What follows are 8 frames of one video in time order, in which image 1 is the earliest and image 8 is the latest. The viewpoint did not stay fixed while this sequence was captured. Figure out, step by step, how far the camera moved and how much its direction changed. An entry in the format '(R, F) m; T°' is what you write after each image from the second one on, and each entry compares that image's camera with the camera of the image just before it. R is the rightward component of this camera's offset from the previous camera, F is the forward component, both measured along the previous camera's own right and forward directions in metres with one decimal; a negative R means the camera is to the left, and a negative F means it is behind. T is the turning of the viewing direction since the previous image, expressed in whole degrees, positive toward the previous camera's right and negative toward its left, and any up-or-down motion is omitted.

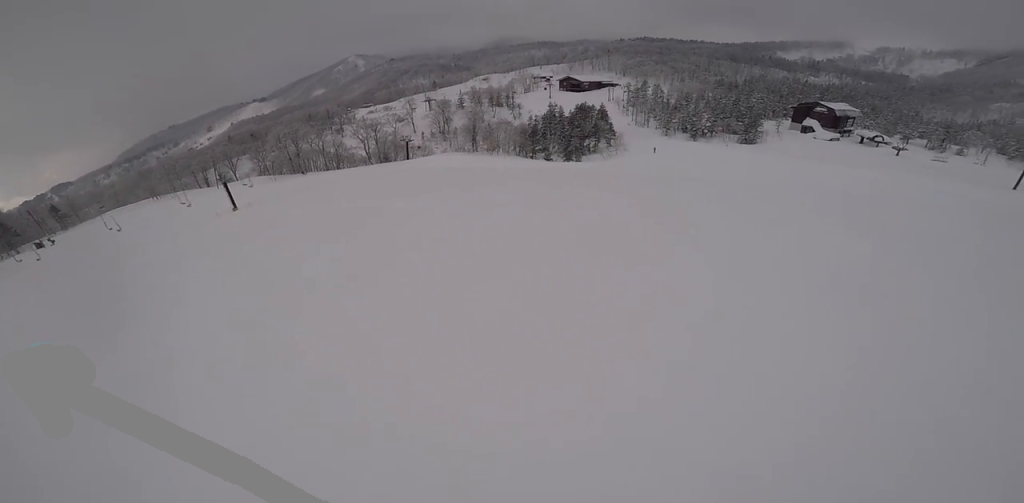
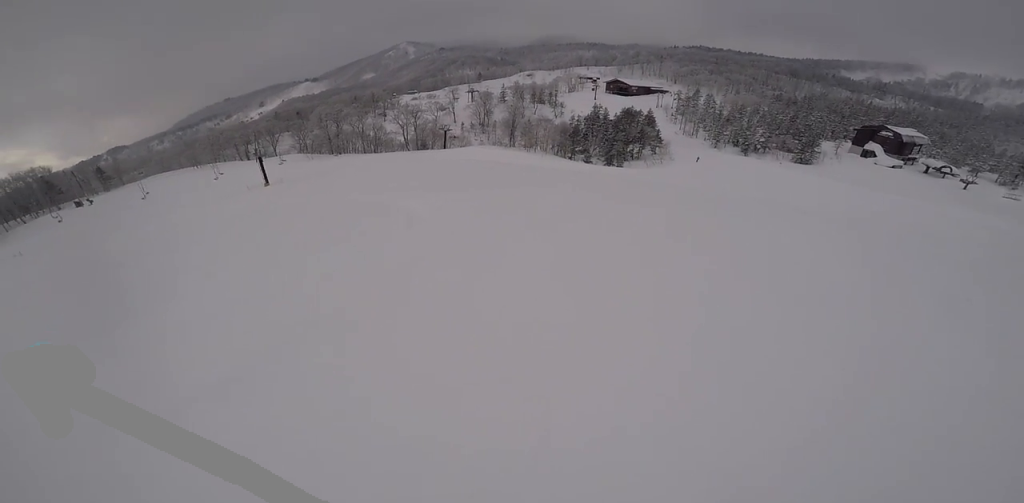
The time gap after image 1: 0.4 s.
(-0.2, +2.8) m; -1°
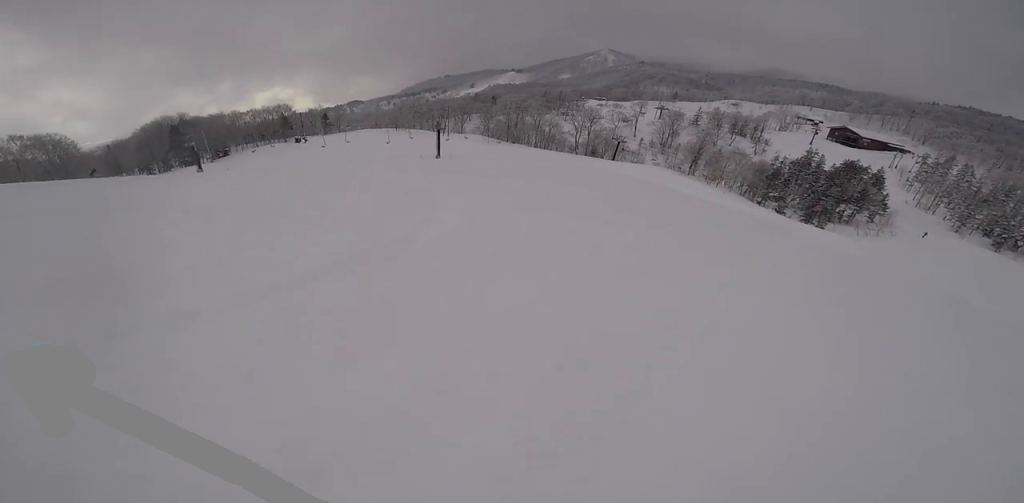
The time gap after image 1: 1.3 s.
(+0.9, +4.9) m; -6°
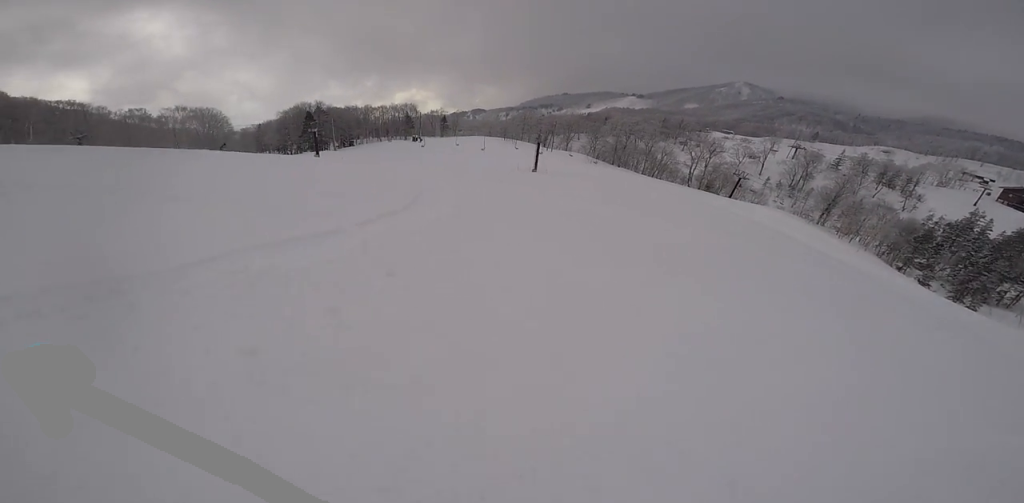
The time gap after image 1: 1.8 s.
(-0.7, +2.8) m; -13°
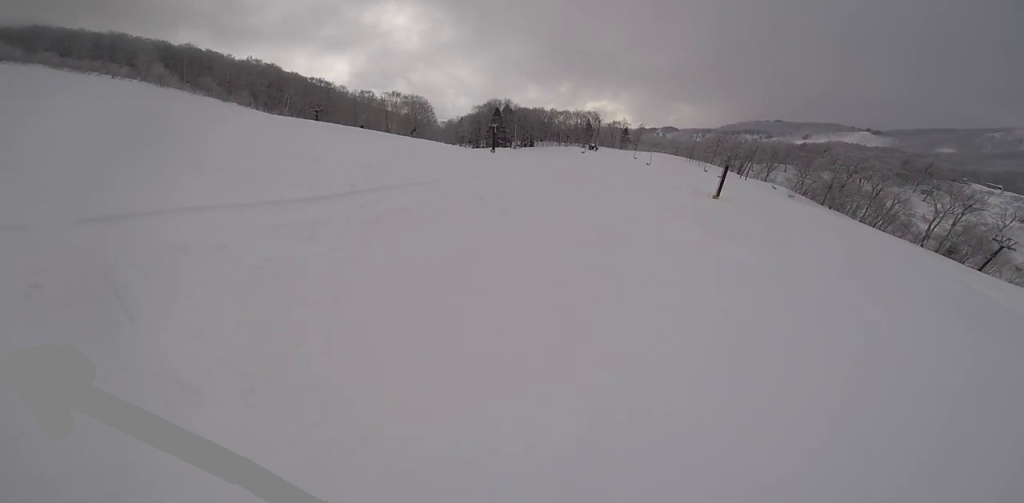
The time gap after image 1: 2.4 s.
(-0.5, +3.3) m; -18°
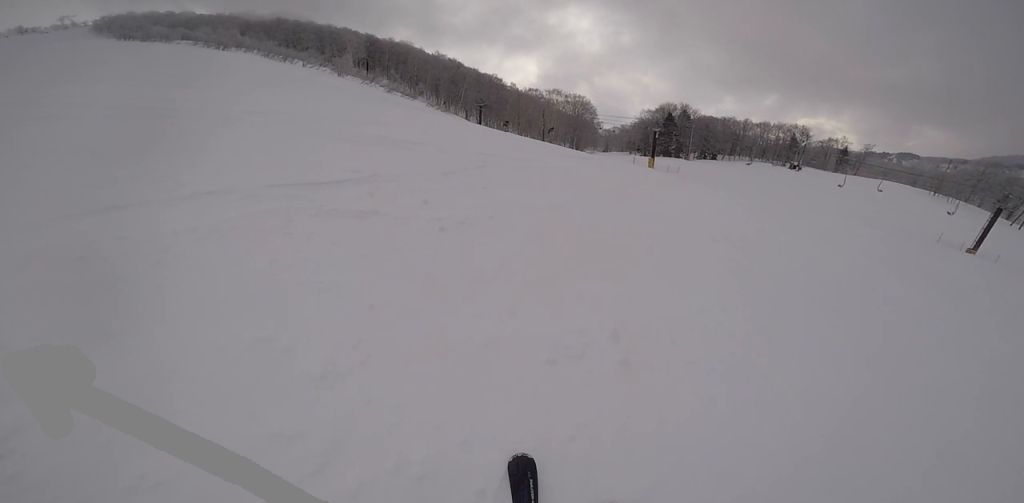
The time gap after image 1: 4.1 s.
(-2.5, +5.5) m; -44°
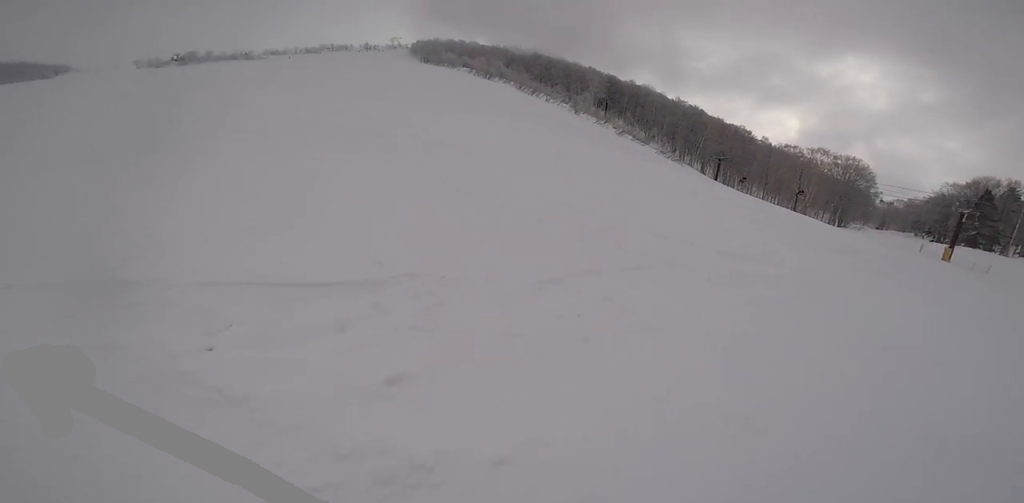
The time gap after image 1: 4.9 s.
(-0.2, +2.2) m; -4°
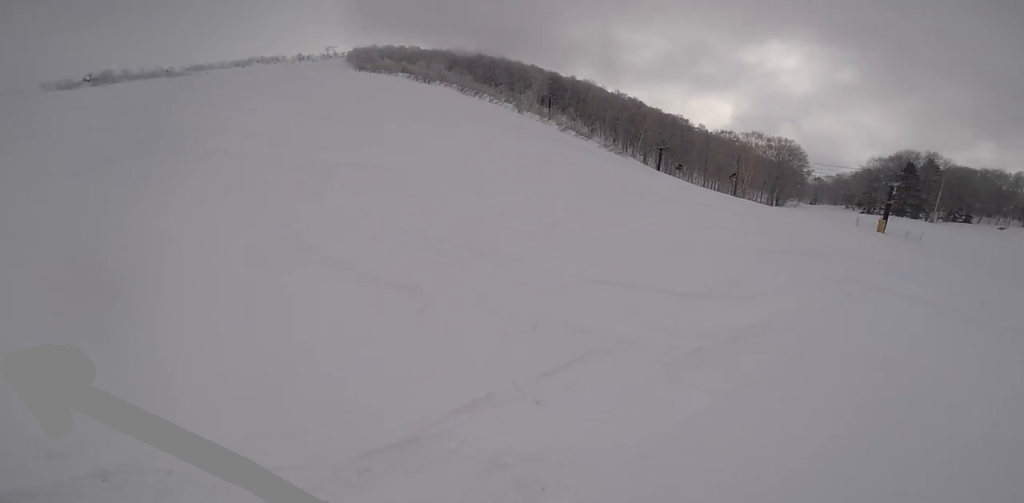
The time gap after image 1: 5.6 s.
(0.0, +1.5) m; +5°
